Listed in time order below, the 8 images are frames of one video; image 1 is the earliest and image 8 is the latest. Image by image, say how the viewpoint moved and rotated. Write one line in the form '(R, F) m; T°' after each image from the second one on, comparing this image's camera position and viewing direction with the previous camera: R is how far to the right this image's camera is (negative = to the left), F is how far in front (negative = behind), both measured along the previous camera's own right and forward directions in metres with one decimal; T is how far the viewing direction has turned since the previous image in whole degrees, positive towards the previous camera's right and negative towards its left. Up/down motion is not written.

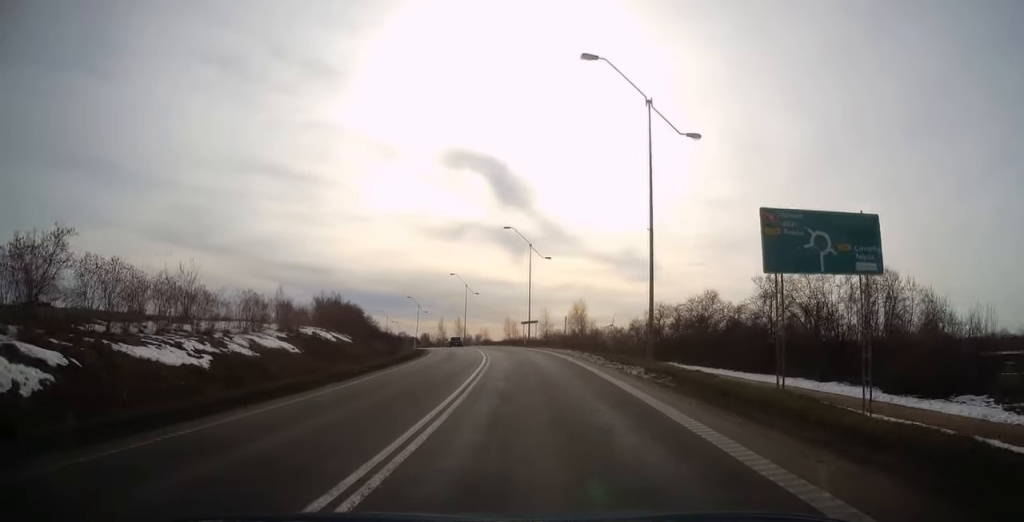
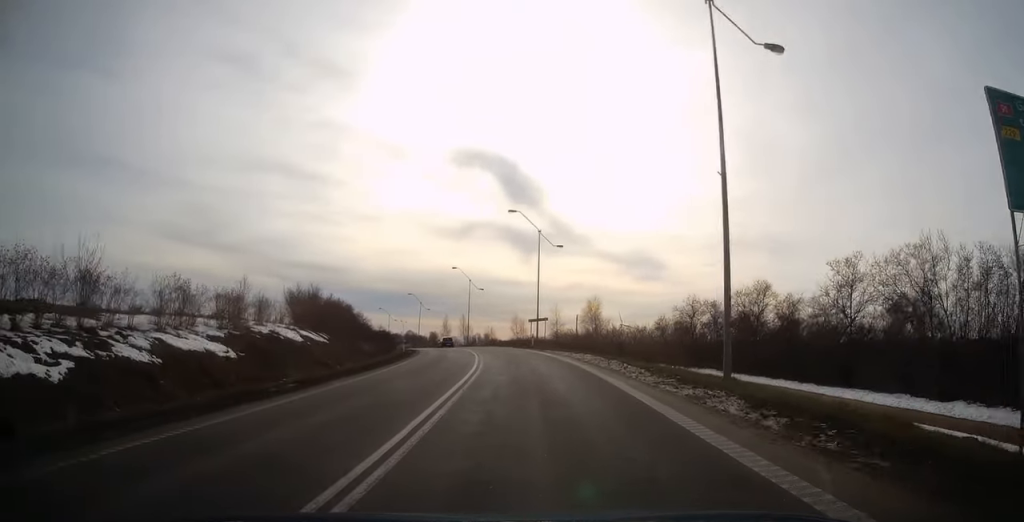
(0.0, +8.4) m; -1°
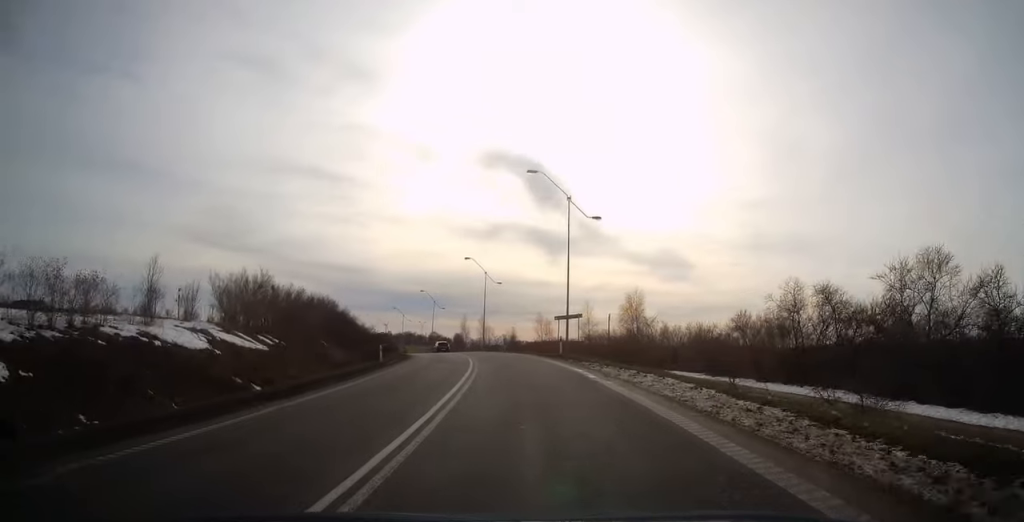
(-0.3, +14.4) m; -2°
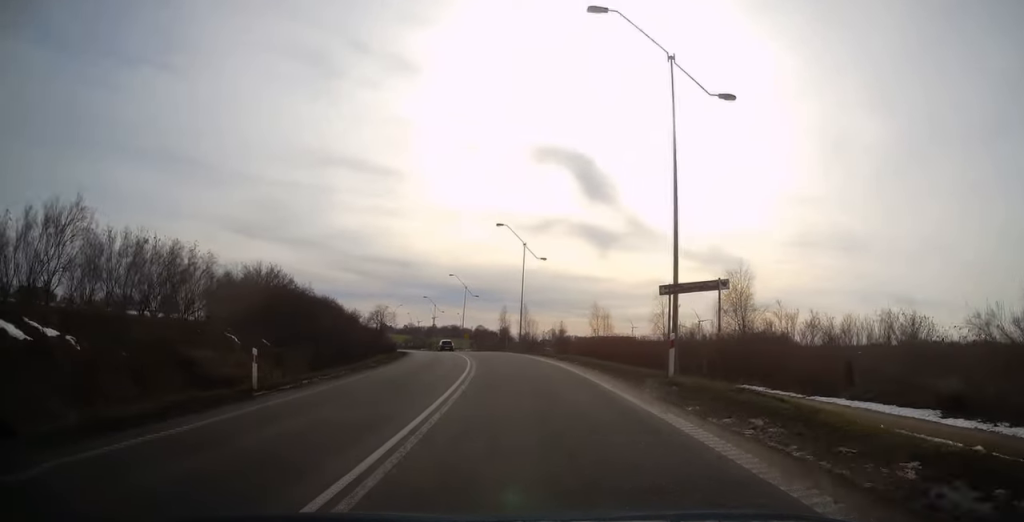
(-0.5, +21.6) m; -4°
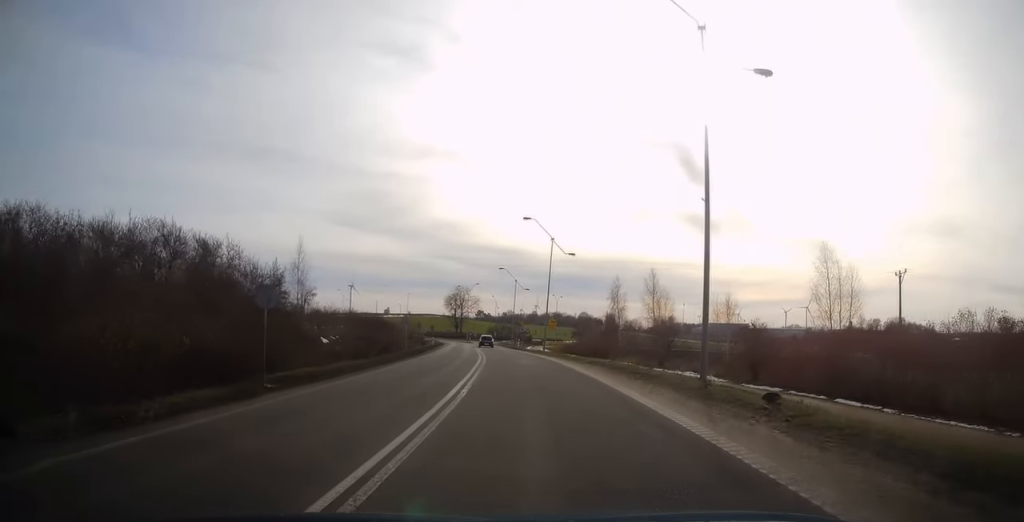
(-3.6, +41.8) m; -9°
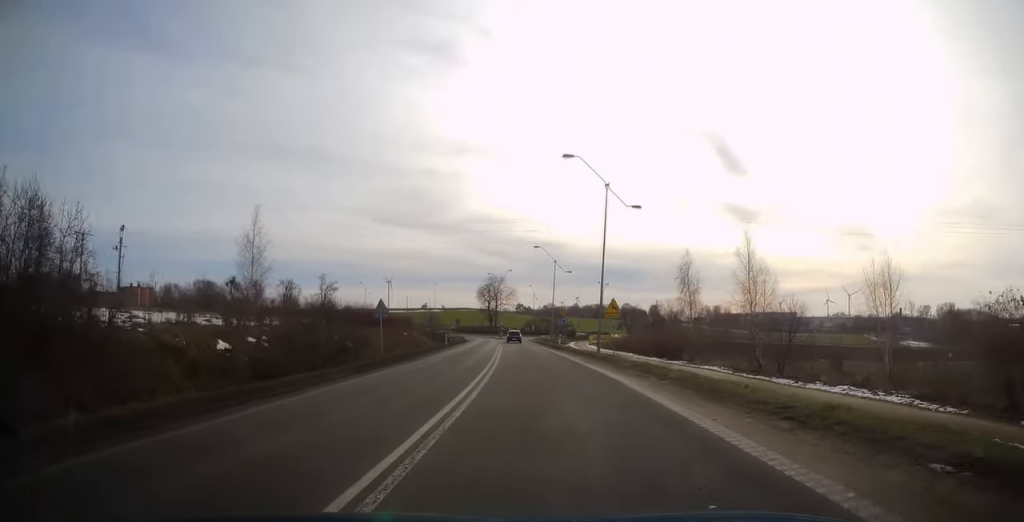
(-0.7, +18.8) m; -4°
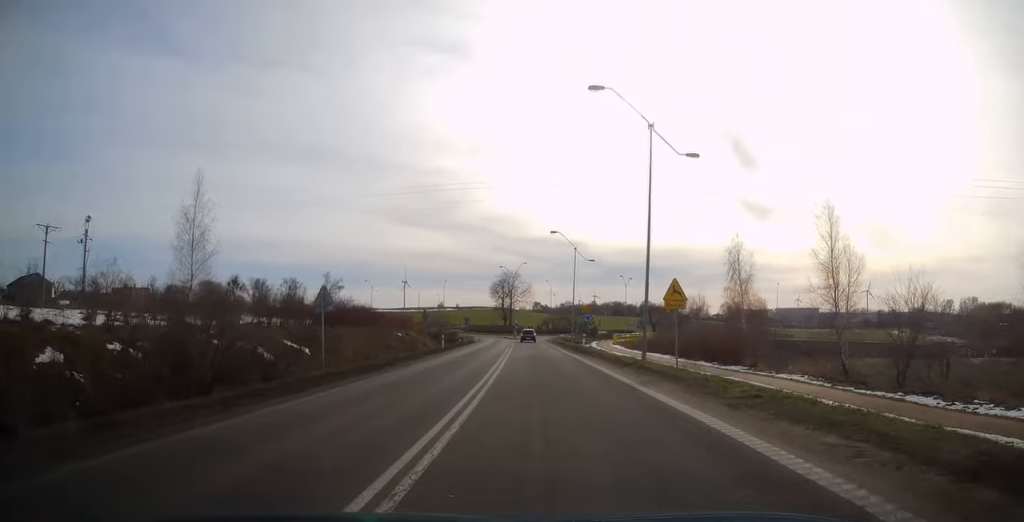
(-0.2, +11.1) m; -2°
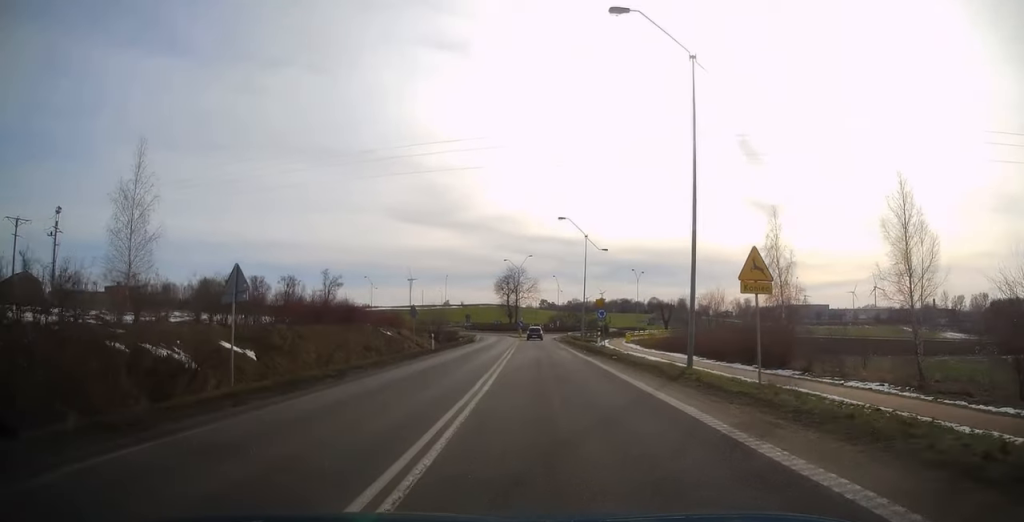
(-0.1, +7.1) m; -1°
